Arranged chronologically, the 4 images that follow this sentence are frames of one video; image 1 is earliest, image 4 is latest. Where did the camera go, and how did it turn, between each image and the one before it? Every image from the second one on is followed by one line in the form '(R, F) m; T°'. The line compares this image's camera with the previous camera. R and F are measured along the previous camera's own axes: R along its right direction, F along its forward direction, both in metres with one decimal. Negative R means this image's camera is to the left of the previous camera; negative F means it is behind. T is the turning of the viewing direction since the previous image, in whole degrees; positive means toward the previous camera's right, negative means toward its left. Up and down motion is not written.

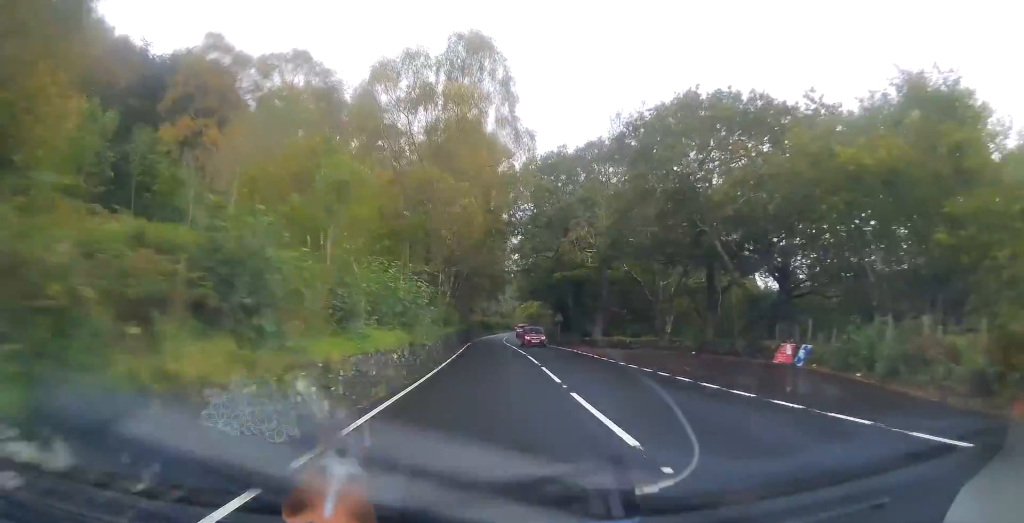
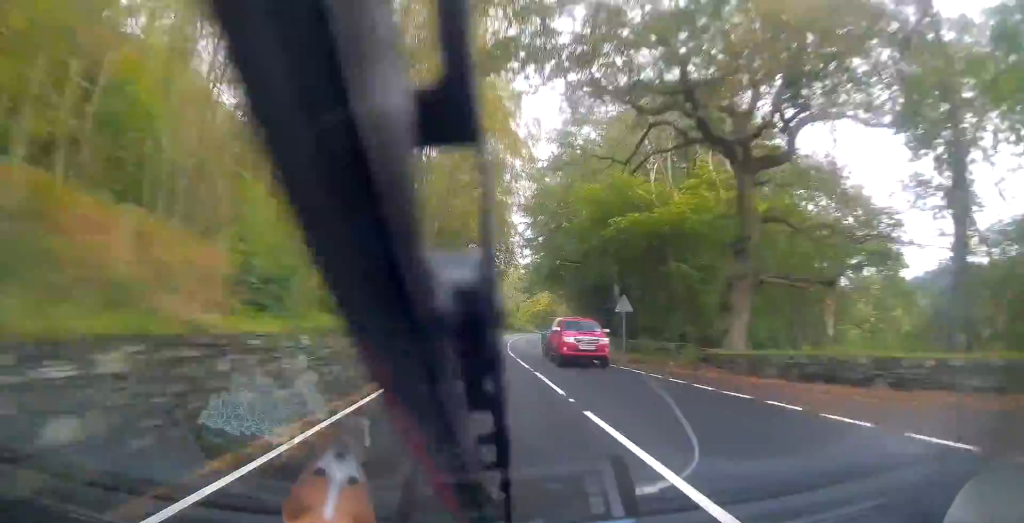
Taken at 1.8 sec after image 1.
(-0.9, +31.1) m; -2°
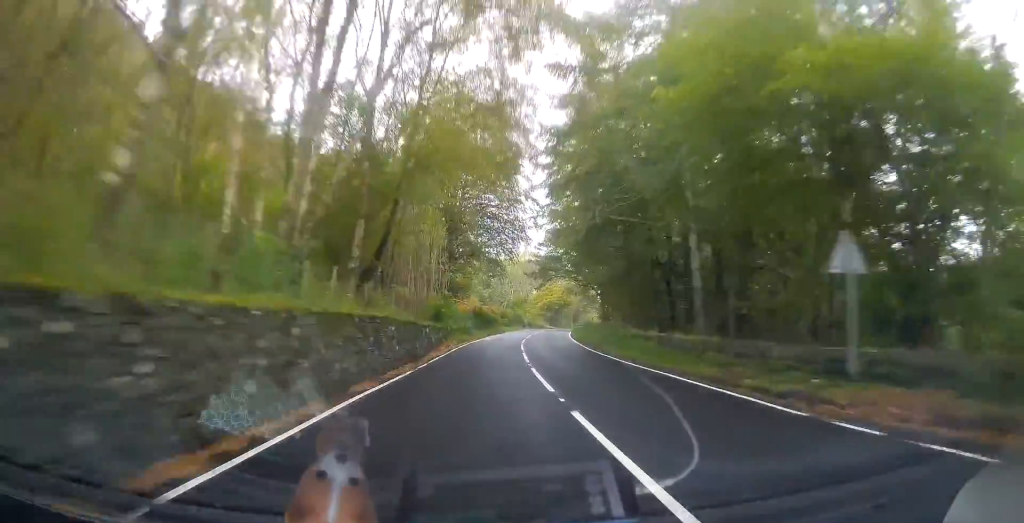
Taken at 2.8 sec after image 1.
(+0.2, +18.1) m; +1°
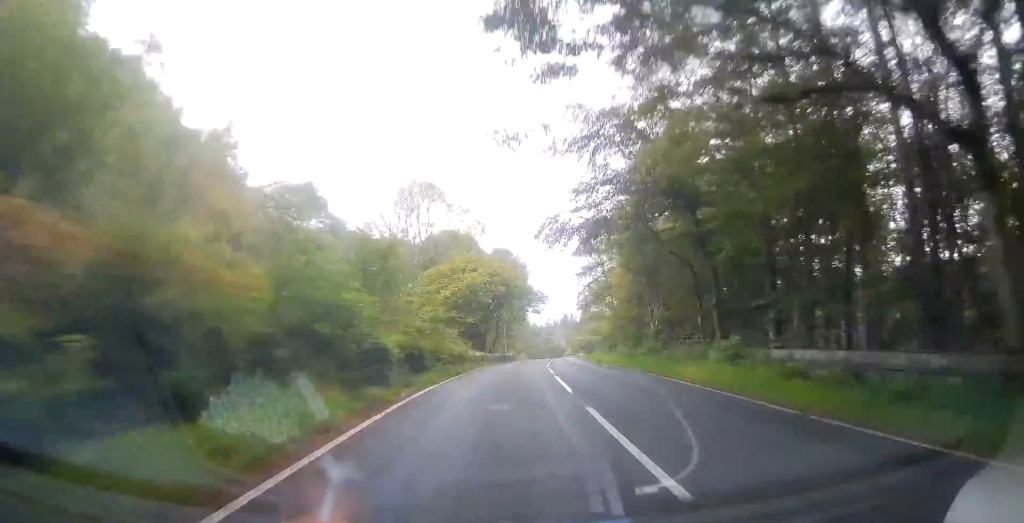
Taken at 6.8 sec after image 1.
(+6.6, +70.5) m; +12°
